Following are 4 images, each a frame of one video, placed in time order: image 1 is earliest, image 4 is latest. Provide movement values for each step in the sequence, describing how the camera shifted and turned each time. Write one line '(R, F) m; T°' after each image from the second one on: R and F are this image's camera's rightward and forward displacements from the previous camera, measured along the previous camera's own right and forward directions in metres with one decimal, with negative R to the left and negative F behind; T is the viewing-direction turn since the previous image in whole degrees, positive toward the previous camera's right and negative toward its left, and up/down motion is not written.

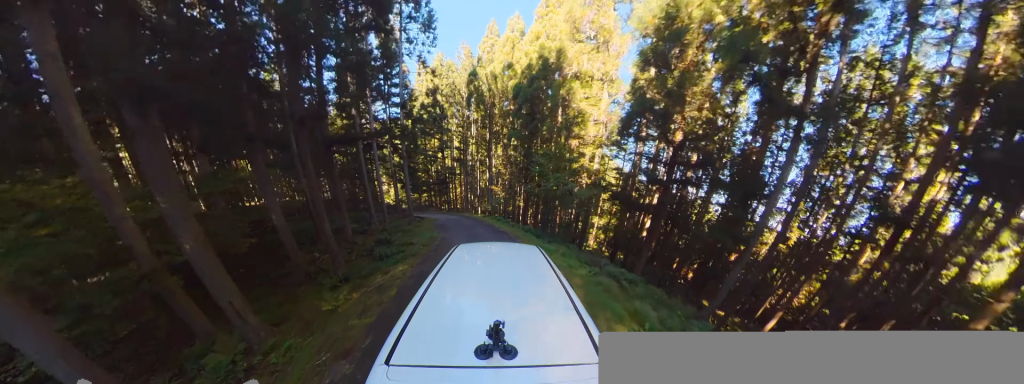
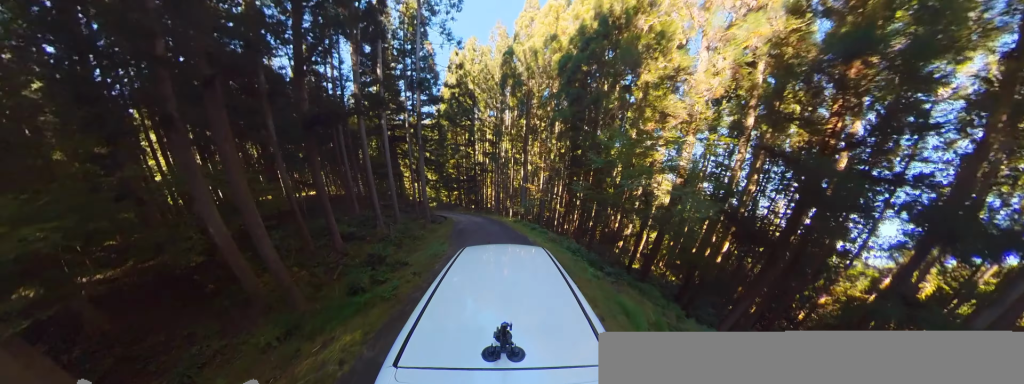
(-0.7, +4.8) m; 0°
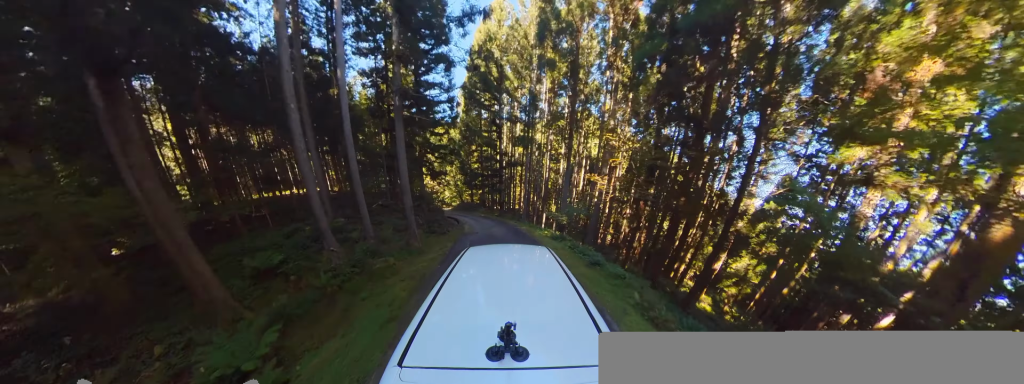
(+0.9, +8.3) m; -1°
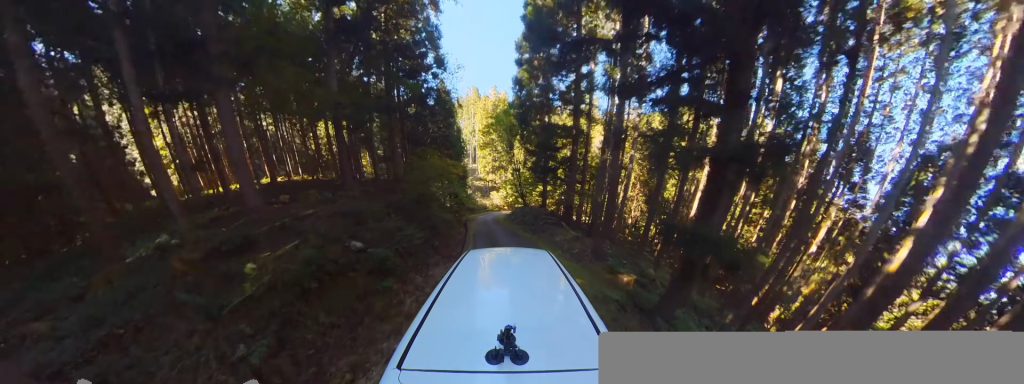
(-2.9, +24.7) m; -13°
